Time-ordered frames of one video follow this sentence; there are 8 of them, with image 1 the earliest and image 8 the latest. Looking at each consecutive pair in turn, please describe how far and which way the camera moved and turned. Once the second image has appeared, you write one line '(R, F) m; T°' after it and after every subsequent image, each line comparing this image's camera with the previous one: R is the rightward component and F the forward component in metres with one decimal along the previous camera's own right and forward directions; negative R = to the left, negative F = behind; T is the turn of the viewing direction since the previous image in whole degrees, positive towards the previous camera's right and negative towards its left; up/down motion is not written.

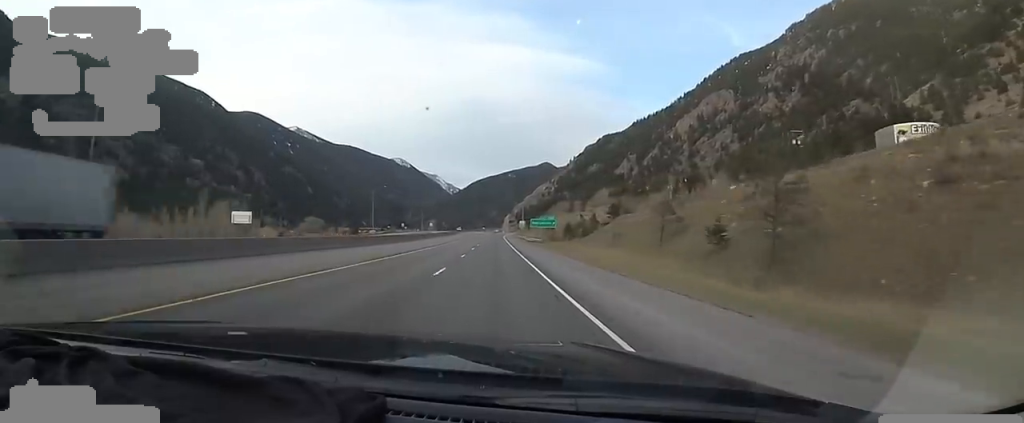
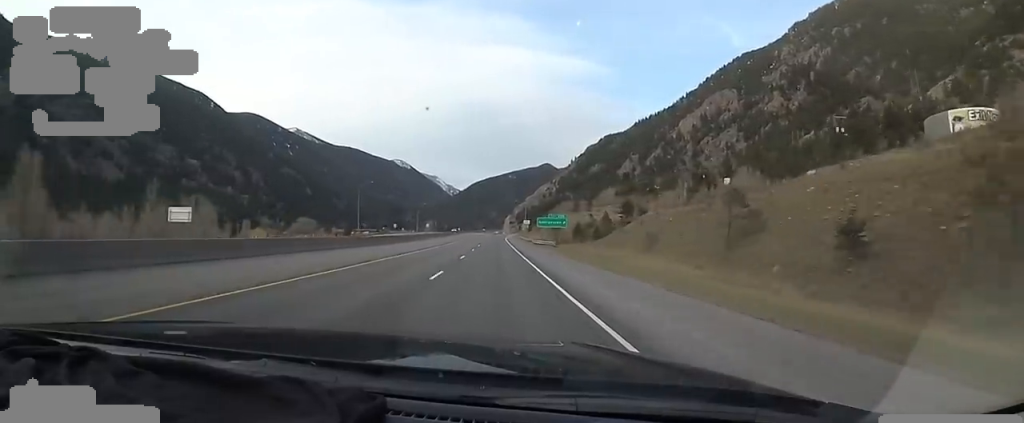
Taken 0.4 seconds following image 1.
(+0.5, +13.5) m; 0°
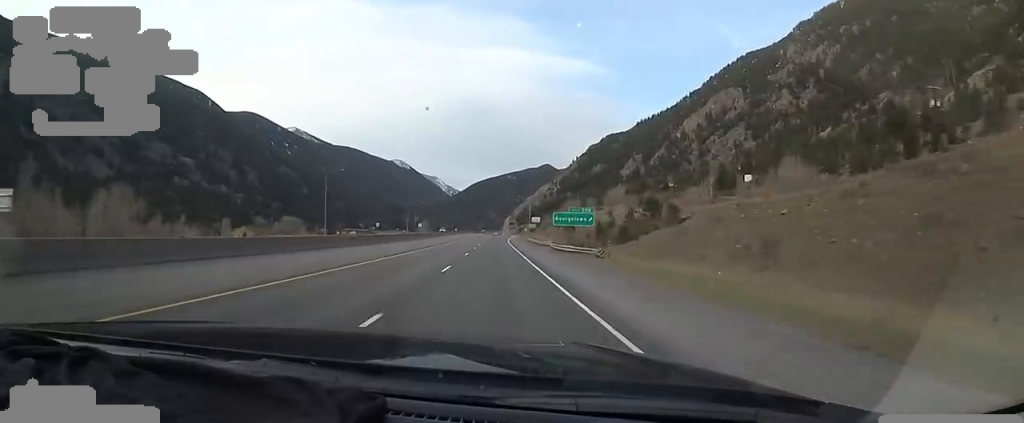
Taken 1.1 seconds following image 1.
(+0.5, +21.7) m; 0°
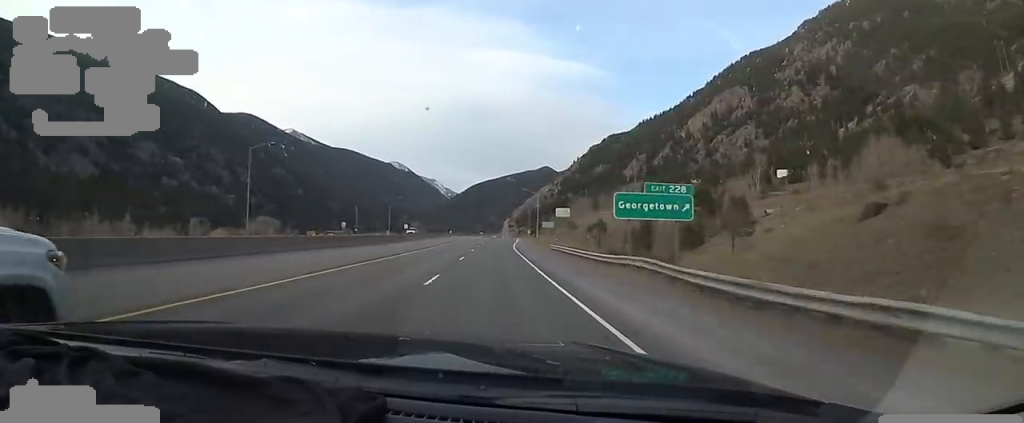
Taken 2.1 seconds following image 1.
(-1.0, +28.9) m; 0°
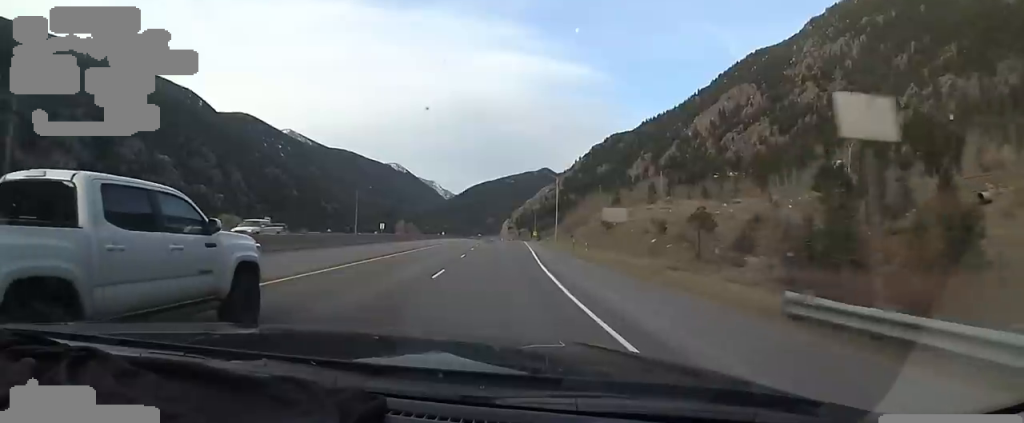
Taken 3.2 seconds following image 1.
(+0.9, +34.8) m; 0°
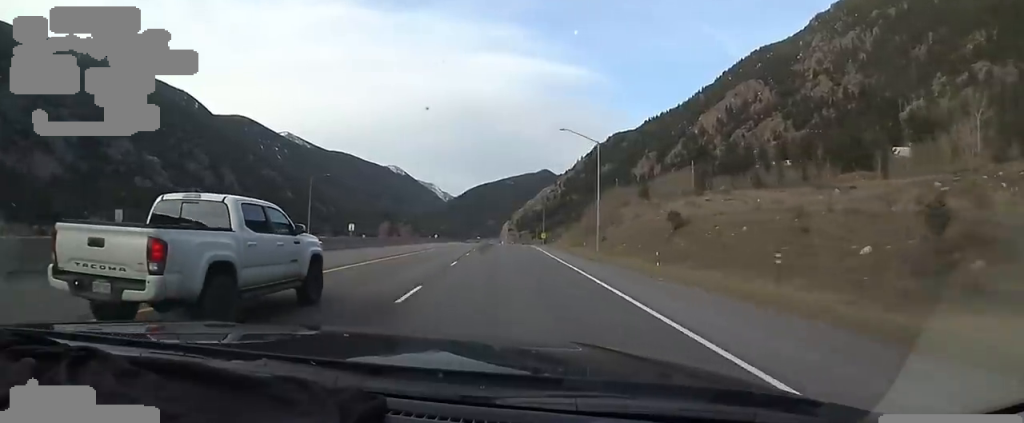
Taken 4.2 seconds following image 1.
(-0.7, +29.3) m; 0°
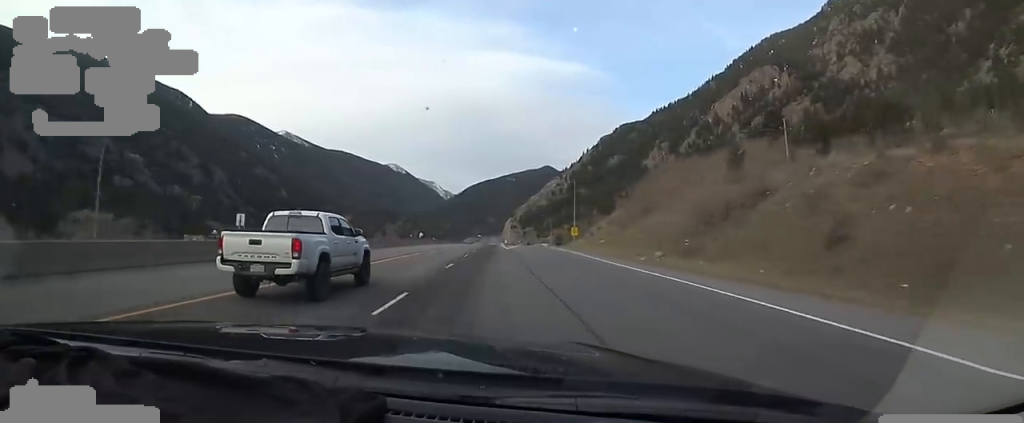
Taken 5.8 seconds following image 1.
(0.0, +50.4) m; 0°
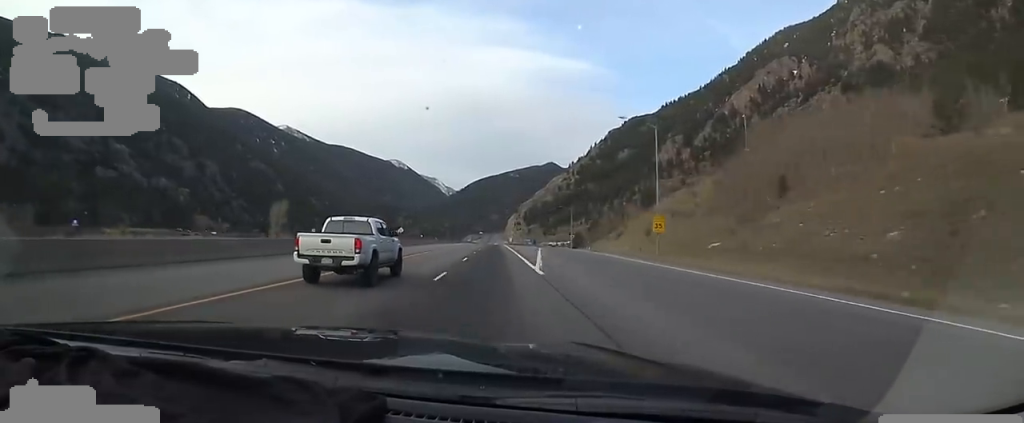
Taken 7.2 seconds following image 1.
(+0.7, +42.0) m; 0°
